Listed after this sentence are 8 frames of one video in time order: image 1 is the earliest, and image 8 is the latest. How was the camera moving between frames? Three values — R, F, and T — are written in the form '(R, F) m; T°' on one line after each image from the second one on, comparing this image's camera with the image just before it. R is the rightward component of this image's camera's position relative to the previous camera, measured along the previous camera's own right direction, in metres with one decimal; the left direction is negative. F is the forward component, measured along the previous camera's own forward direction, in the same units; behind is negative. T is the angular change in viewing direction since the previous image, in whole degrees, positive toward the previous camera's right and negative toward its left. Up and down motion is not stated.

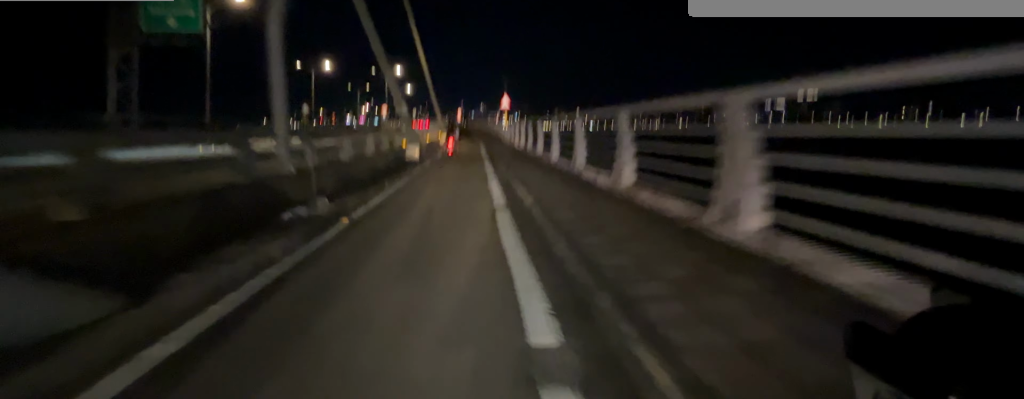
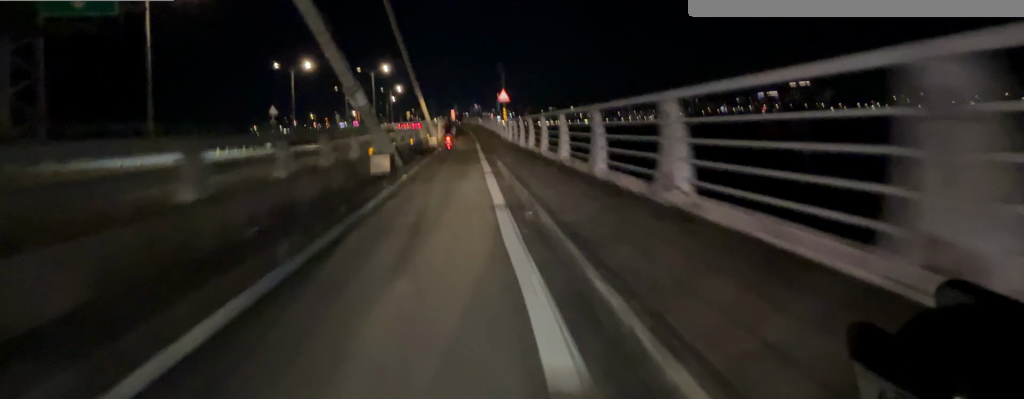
(0.0, +4.7) m; 0°
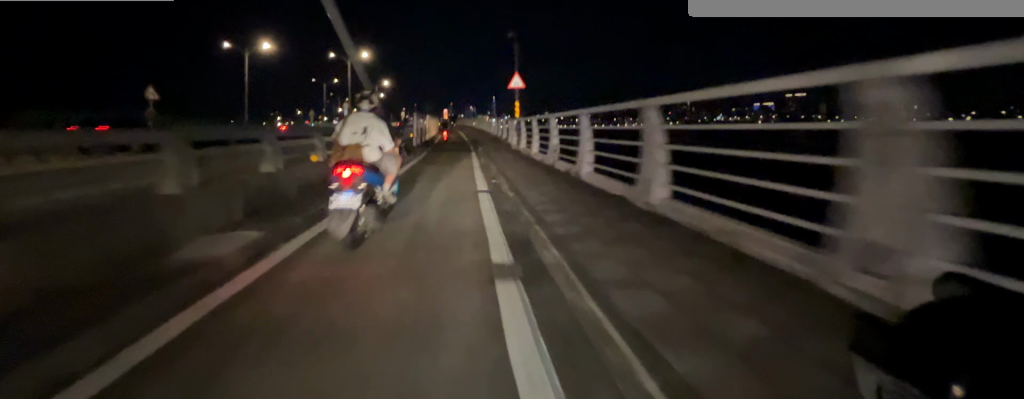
(0.0, +11.6) m; 0°
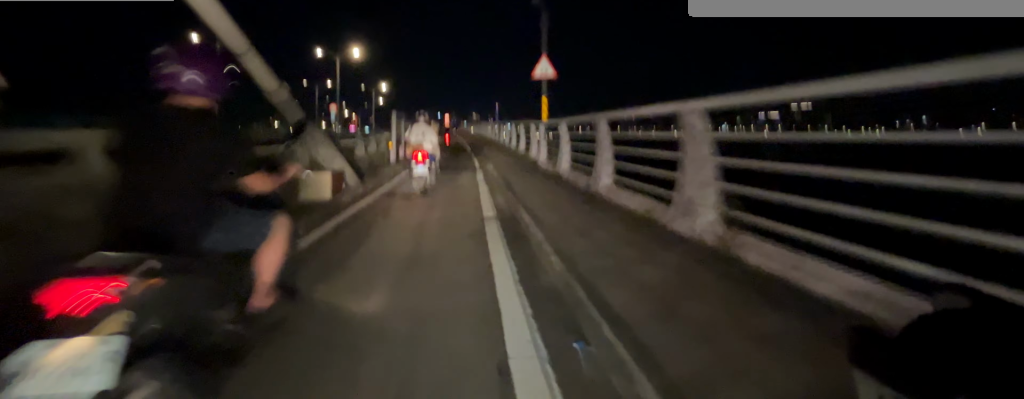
(0.0, +6.9) m; 0°
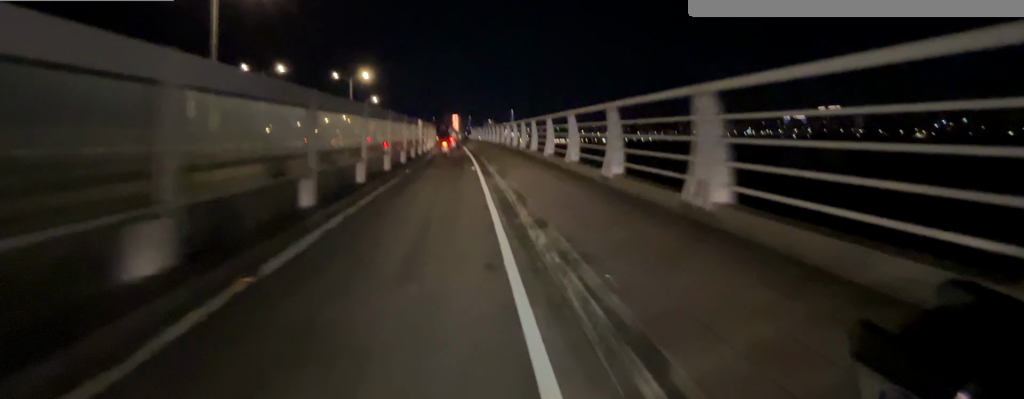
(-0.4, +30.6) m; -2°
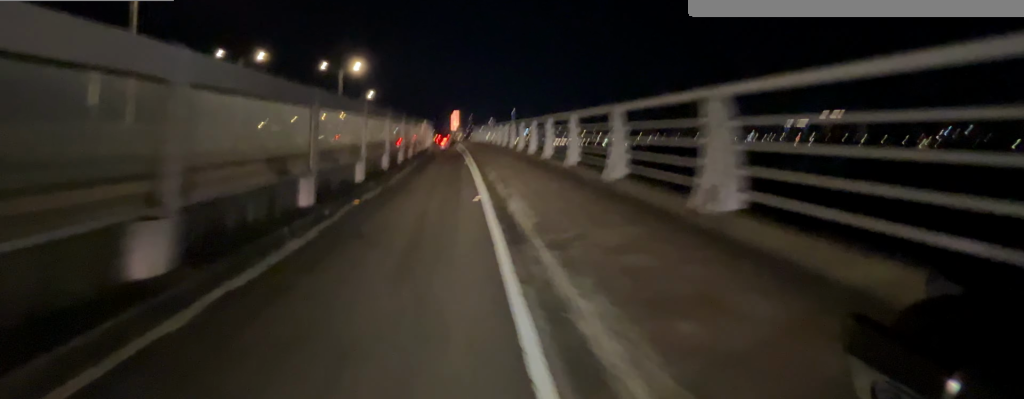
(0.0, +7.3) m; 0°
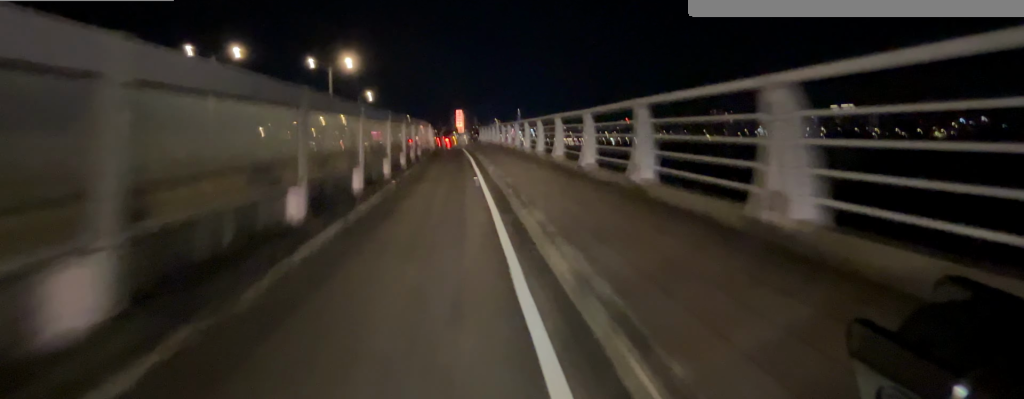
(0.0, +8.2) m; -1°
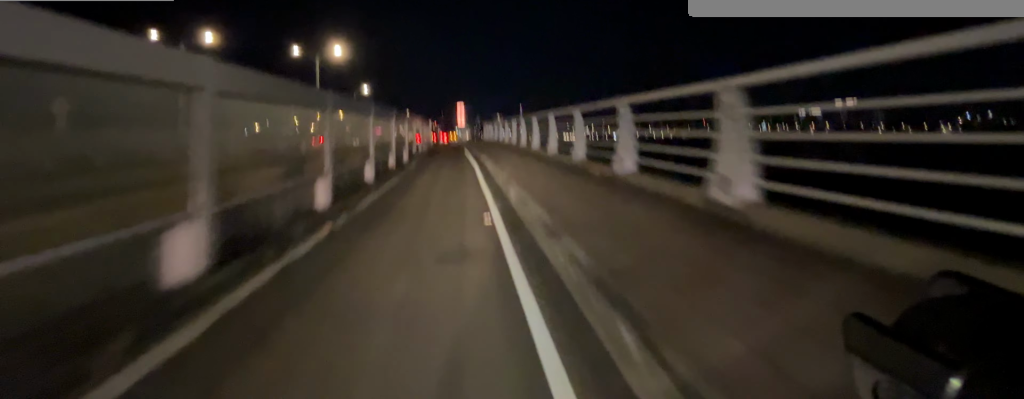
(0.0, +6.5) m; 0°
